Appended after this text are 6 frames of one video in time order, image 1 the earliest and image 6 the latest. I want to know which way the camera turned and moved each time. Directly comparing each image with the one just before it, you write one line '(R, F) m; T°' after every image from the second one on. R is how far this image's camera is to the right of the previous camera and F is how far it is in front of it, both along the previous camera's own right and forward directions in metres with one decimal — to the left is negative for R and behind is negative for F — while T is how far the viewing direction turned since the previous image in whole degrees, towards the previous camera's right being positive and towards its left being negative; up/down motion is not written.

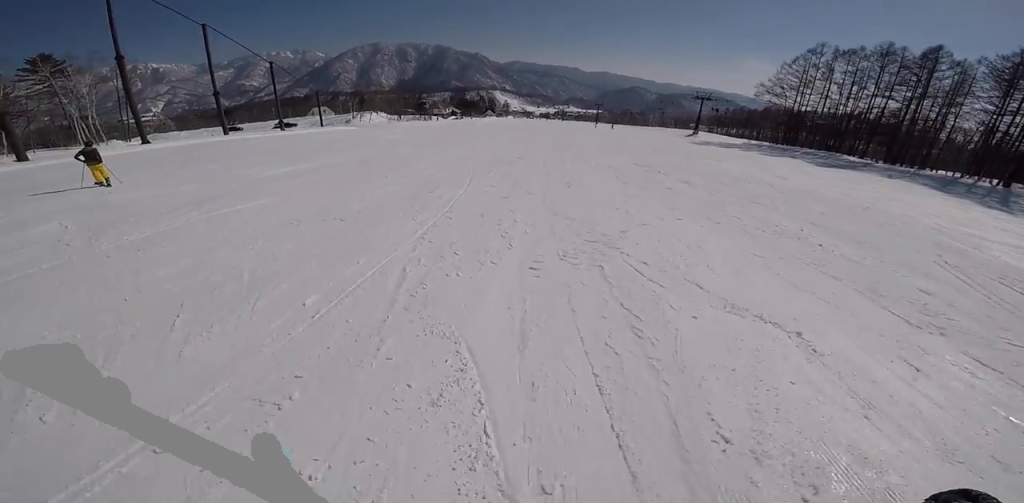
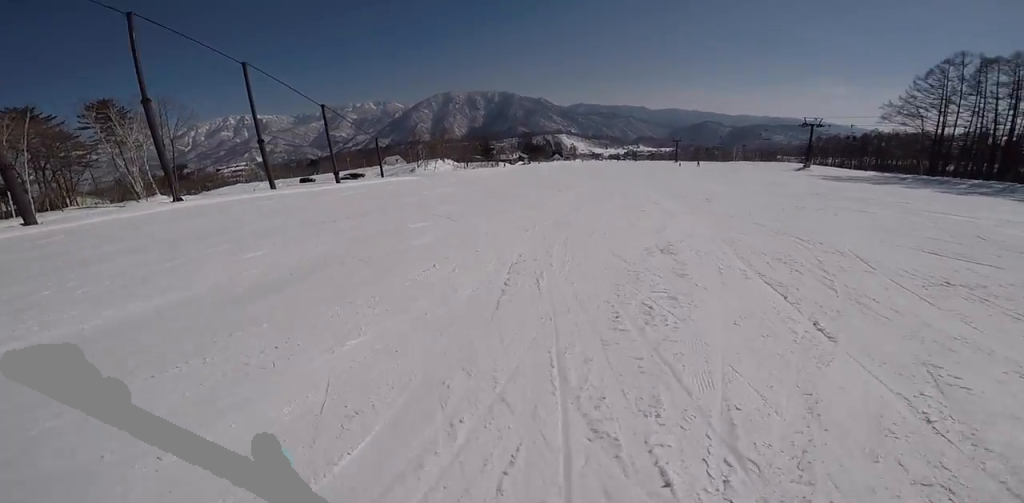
(-1.9, +11.3) m; -10°
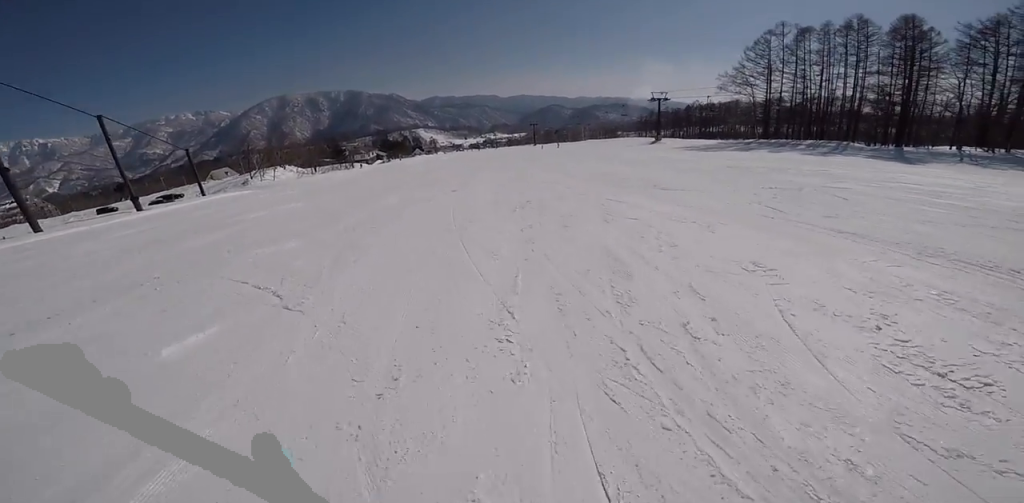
(-0.3, +6.5) m; +11°
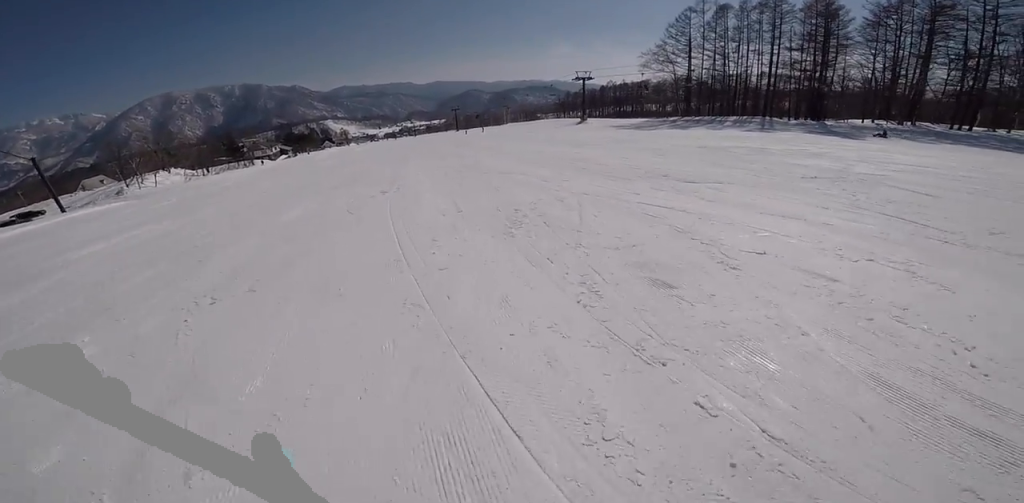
(+0.9, +4.5) m; +7°
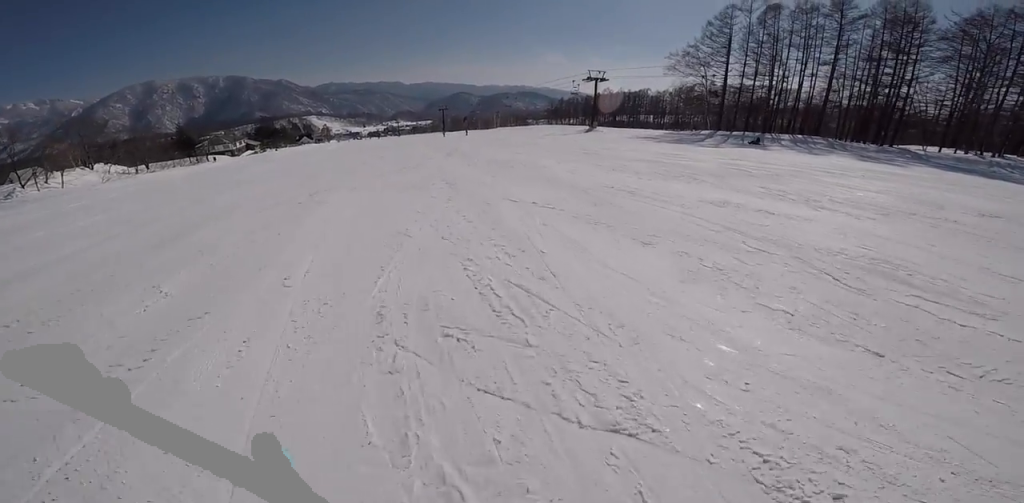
(+1.0, +13.5) m; +8°
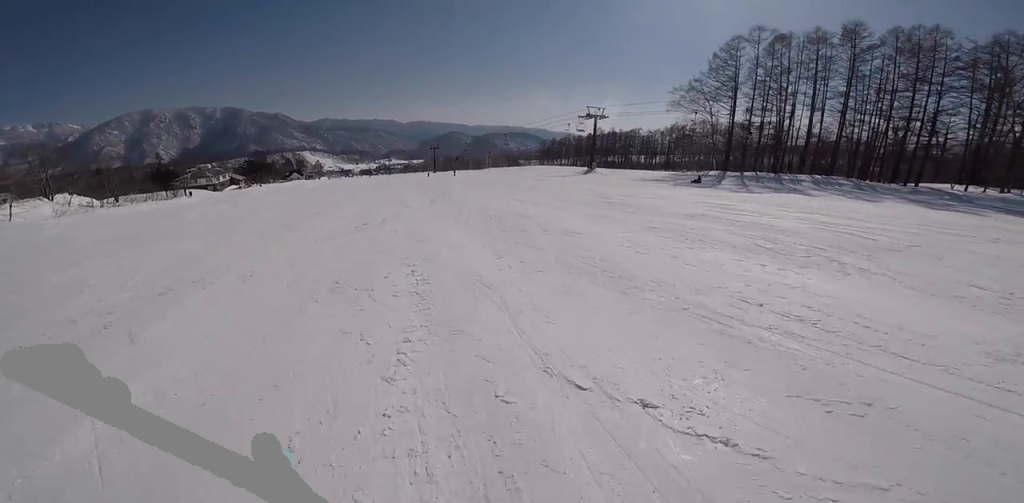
(+0.4, +5.6) m; +8°
